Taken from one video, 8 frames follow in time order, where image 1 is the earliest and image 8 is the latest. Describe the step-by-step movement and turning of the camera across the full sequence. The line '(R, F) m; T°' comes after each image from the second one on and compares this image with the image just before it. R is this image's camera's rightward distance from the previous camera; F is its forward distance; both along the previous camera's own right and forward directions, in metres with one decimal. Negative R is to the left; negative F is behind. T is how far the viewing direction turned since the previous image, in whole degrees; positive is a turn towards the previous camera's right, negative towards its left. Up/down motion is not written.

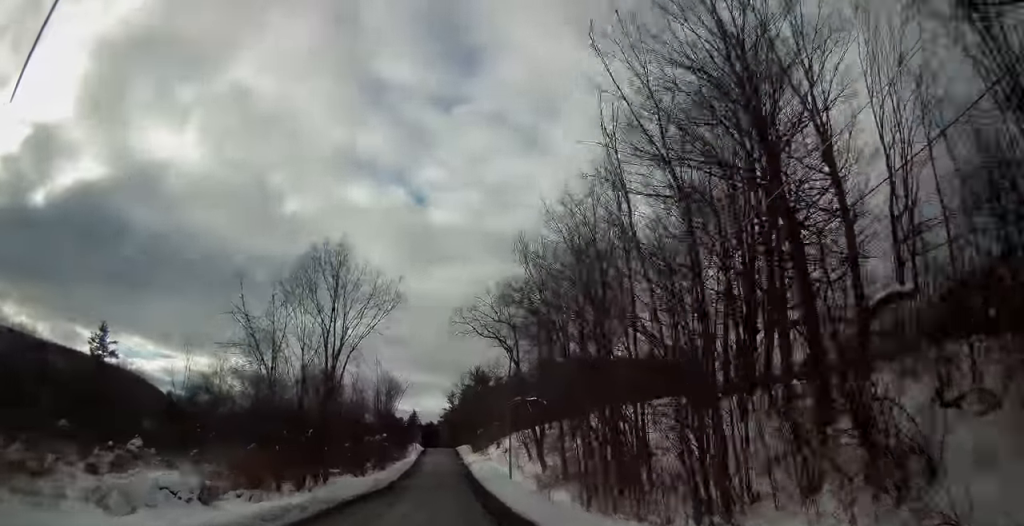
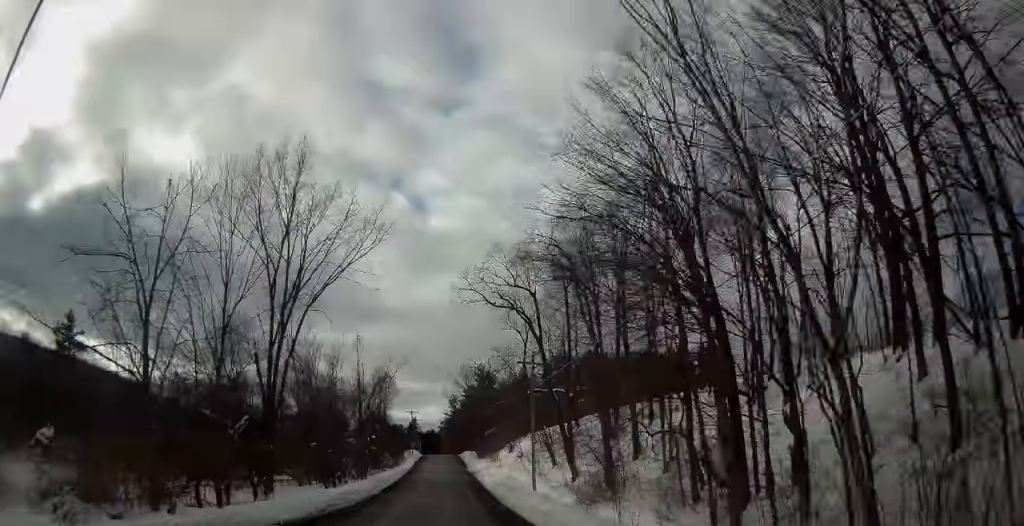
(0.0, +13.6) m; 0°
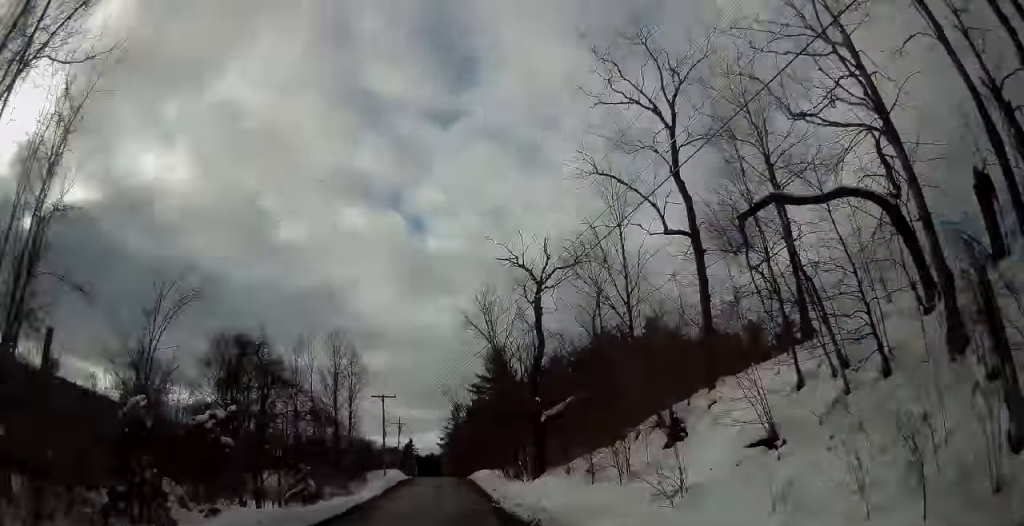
(-0.1, +44.8) m; 0°
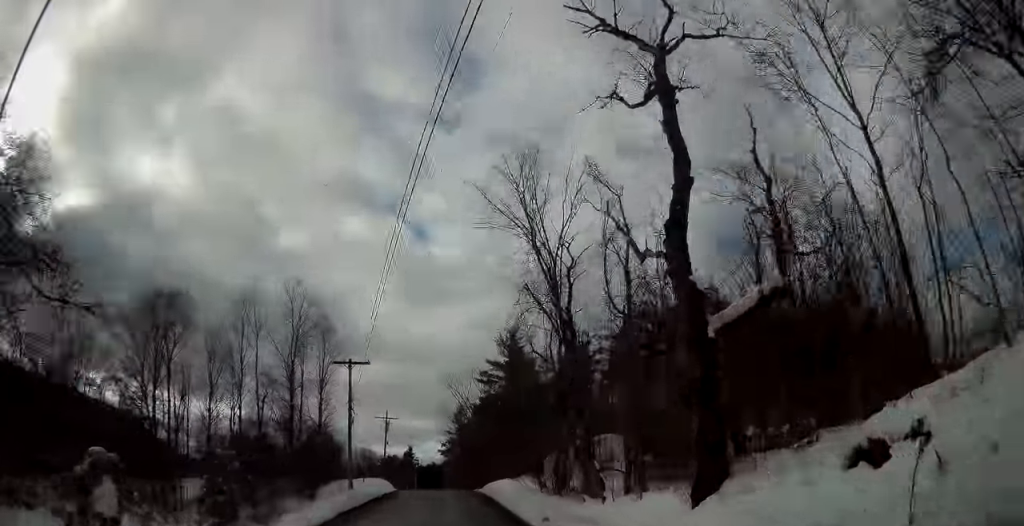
(-0.2, +20.1) m; 0°
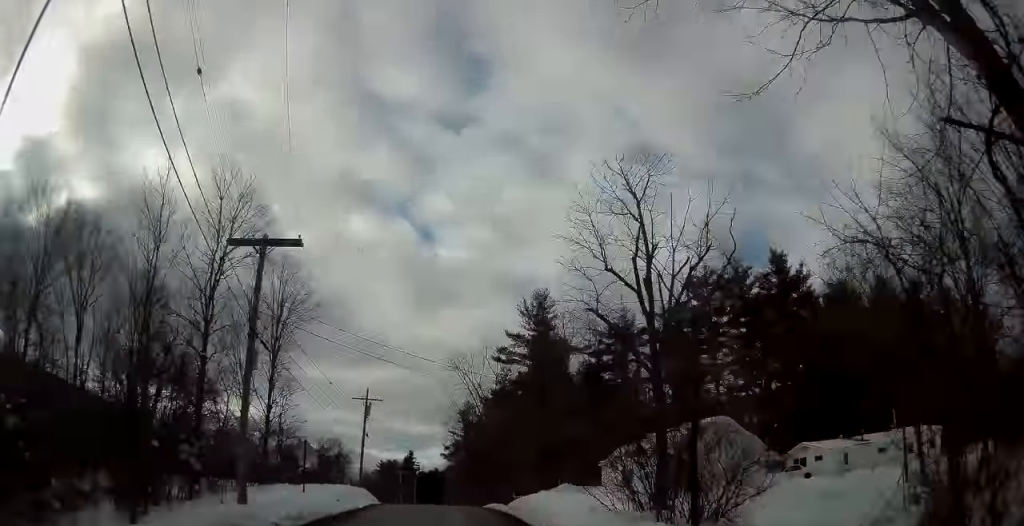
(+0.2, +18.7) m; 0°
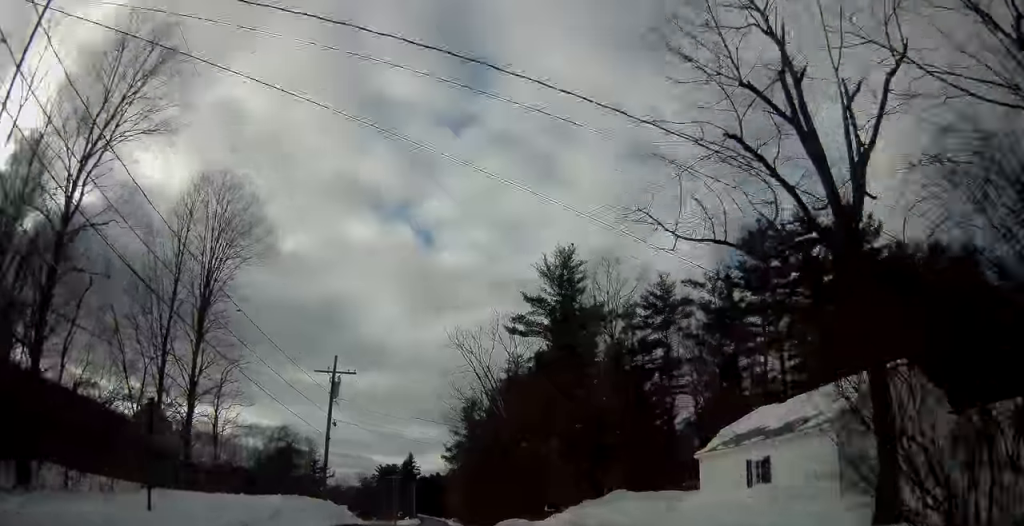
(-0.1, +13.3) m; 0°
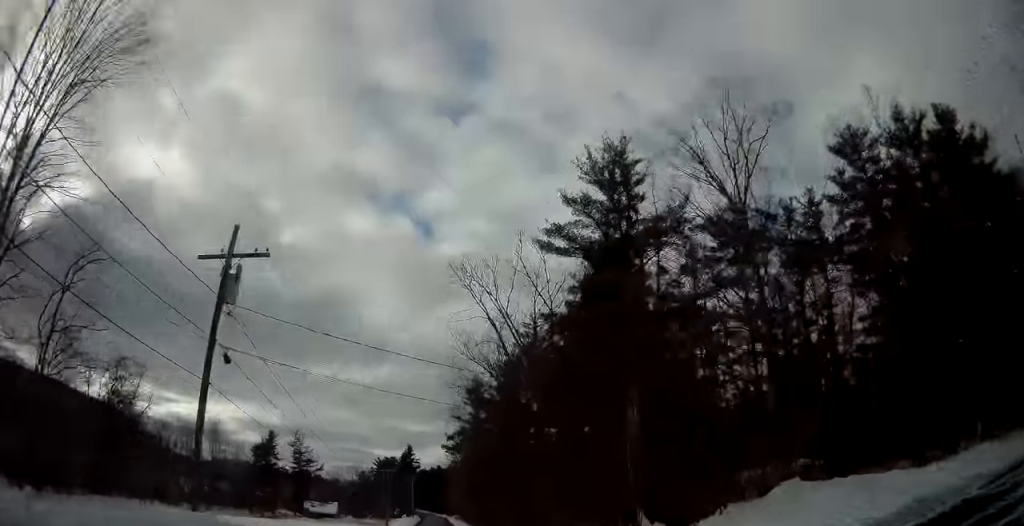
(-0.4, +16.1) m; 0°
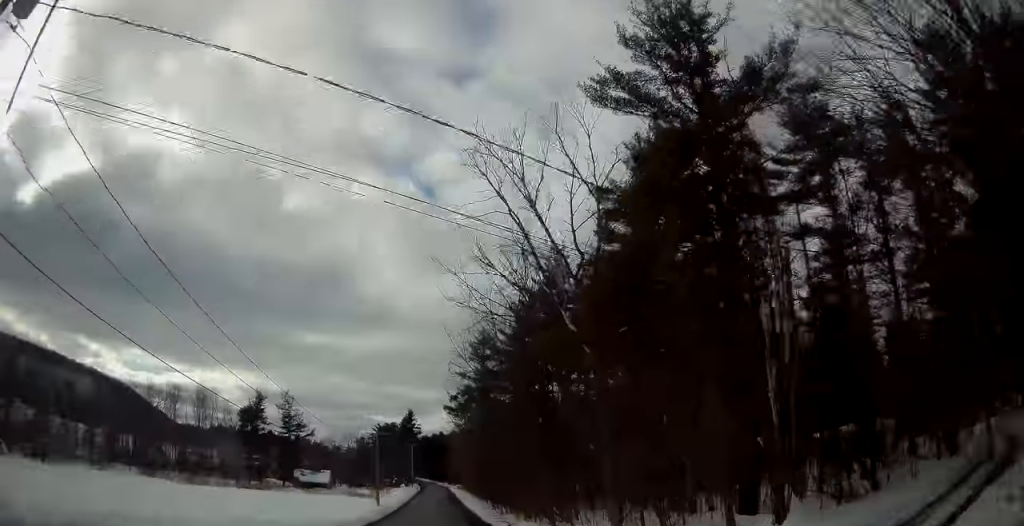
(+0.3, +11.0) m; 0°
